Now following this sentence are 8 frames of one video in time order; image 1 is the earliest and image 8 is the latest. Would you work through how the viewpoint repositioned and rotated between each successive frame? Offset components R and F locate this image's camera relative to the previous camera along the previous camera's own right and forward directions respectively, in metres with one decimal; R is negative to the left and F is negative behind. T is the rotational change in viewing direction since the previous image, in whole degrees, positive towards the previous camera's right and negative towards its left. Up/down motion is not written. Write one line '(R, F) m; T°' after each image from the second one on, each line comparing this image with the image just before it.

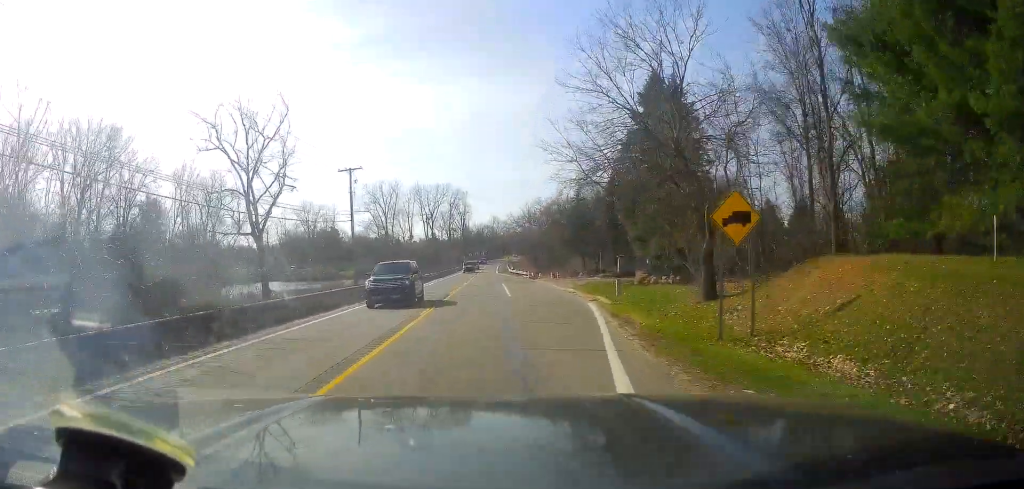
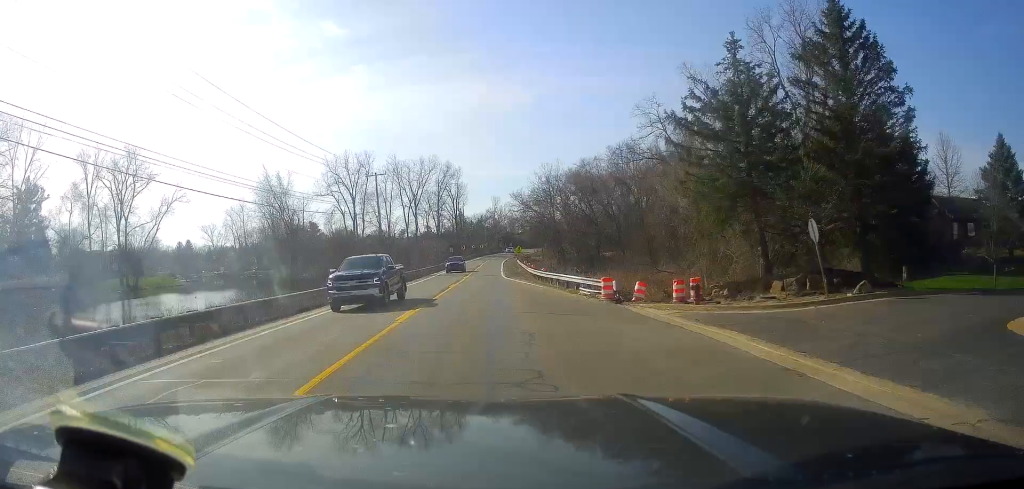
(0.0, +50.2) m; +2°
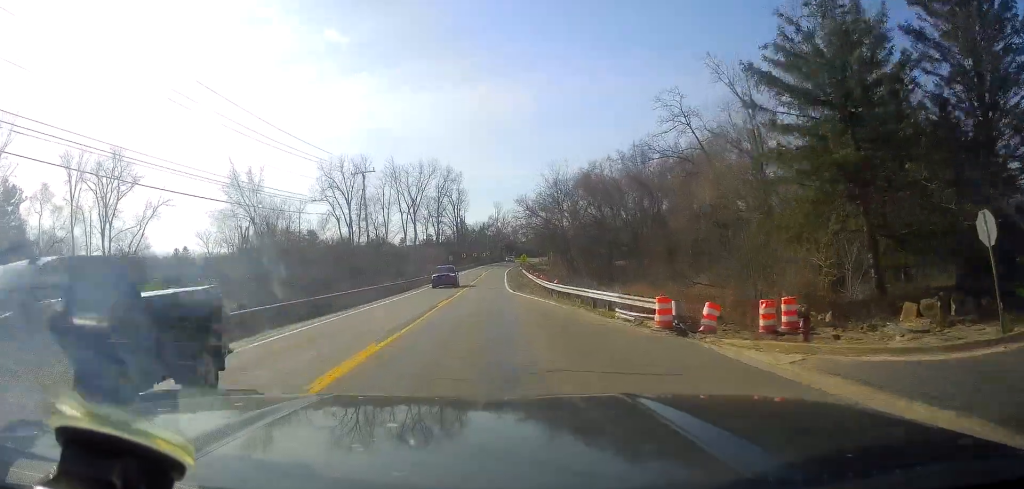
(-0.1, +8.1) m; -1°
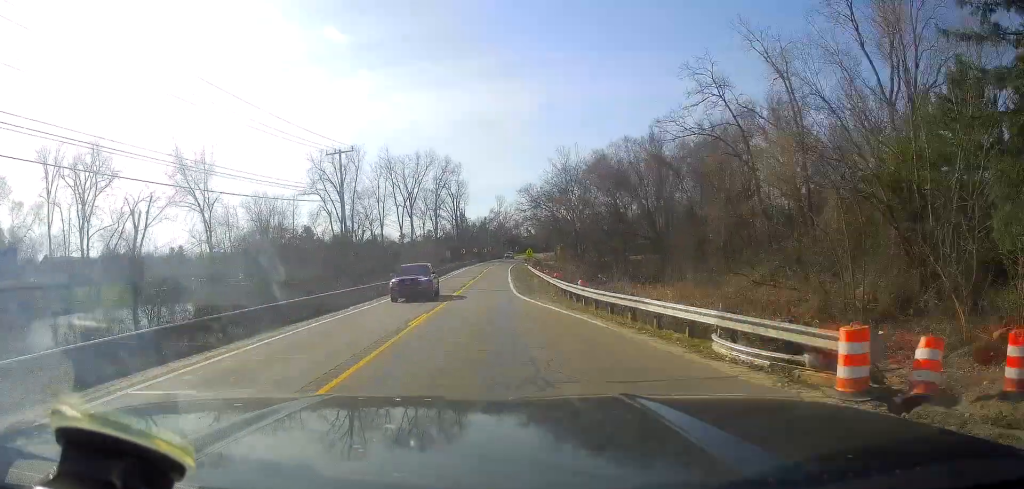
(+0.1, +9.4) m; -1°
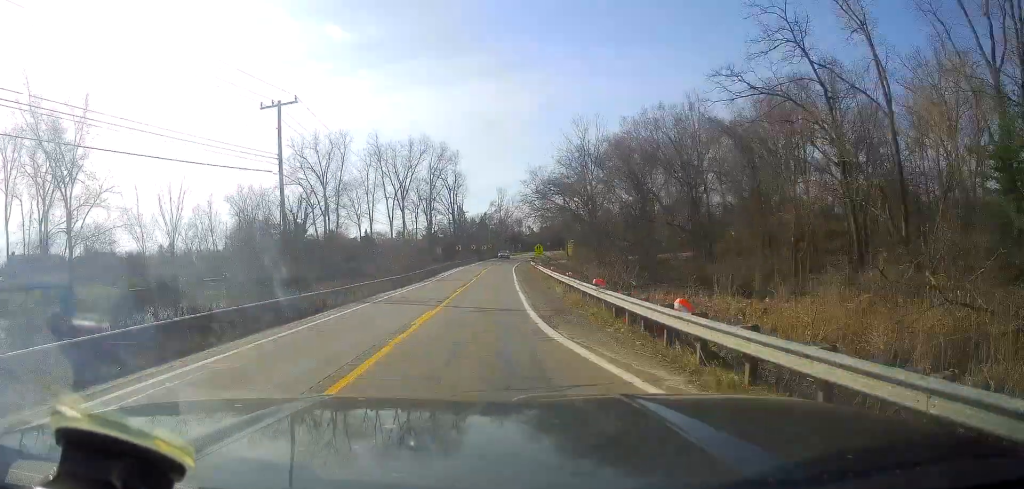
(-0.6, +14.9) m; -1°
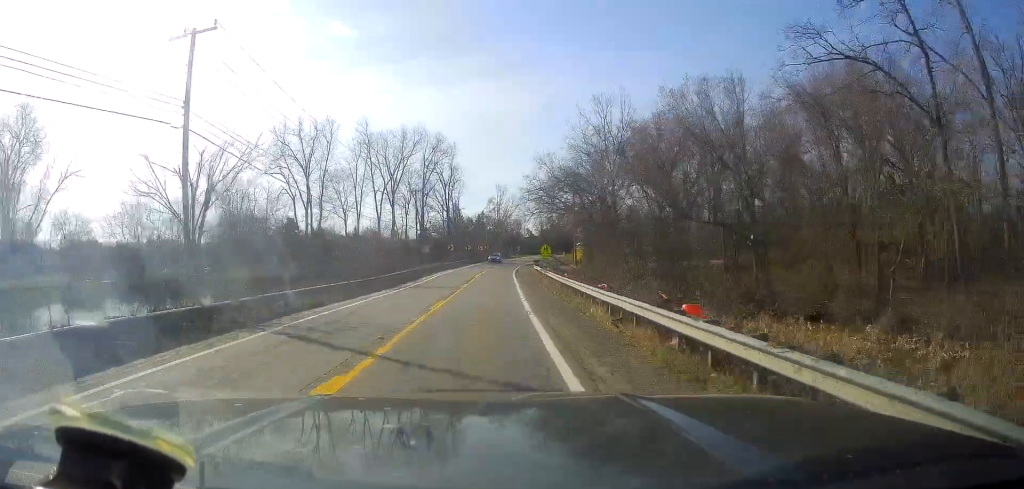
(-0.2, +11.6) m; 0°
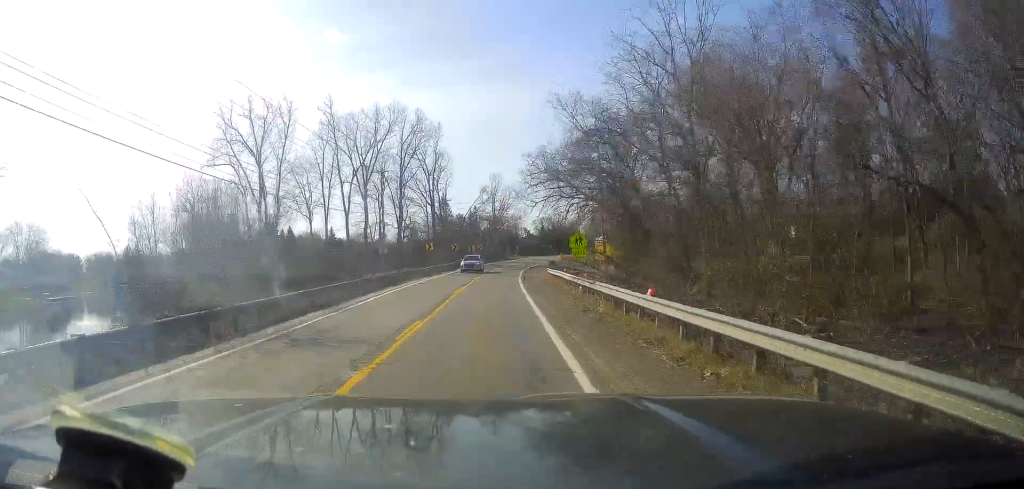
(+0.7, +22.0) m; +3°
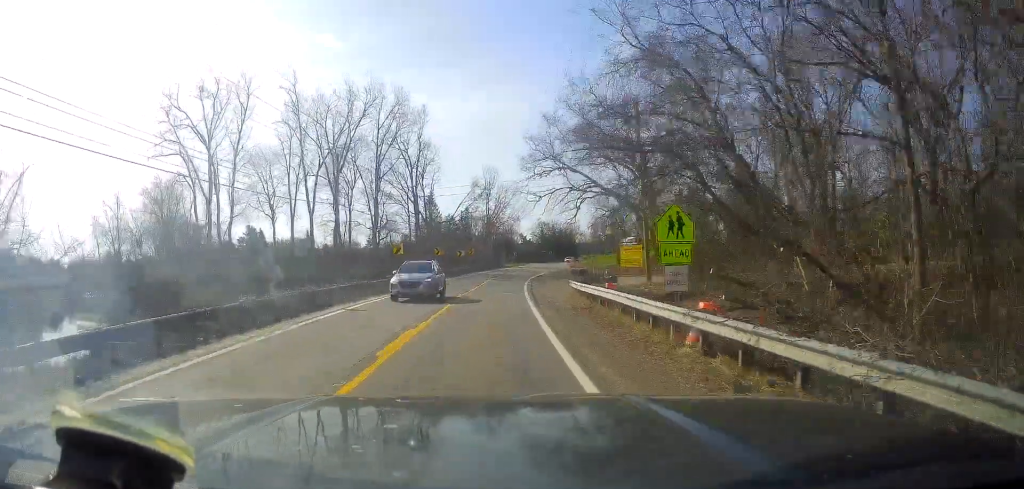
(+0.2, +16.6) m; +2°
